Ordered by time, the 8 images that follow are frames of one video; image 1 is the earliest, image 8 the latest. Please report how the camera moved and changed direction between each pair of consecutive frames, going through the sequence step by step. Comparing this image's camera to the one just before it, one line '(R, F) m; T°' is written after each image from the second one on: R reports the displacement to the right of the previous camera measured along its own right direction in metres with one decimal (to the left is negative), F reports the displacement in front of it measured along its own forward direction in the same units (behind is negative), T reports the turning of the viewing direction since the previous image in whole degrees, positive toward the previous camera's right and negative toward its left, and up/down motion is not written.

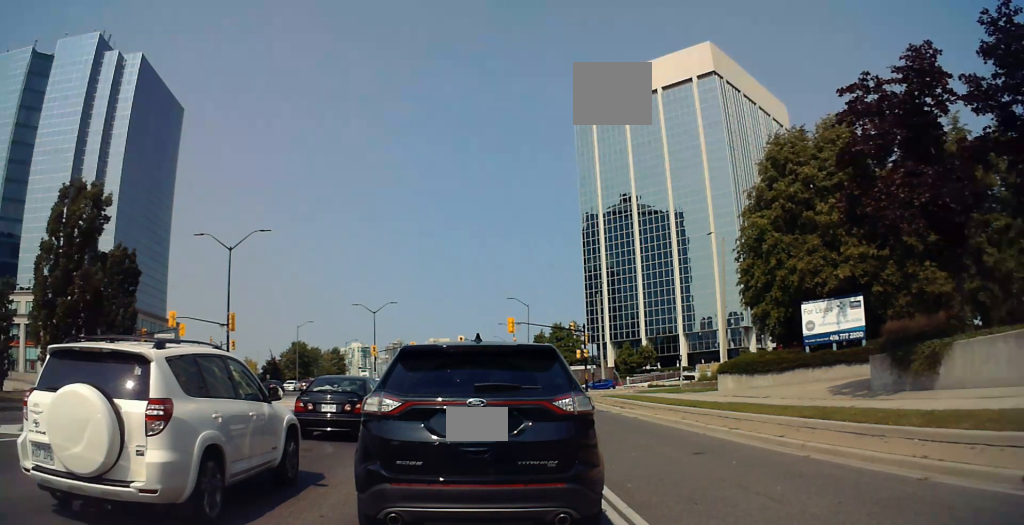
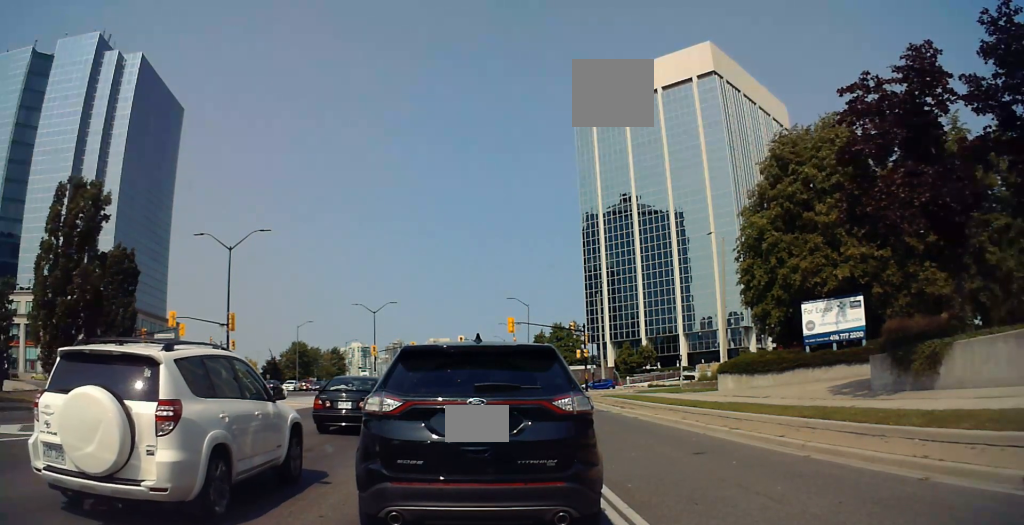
(0.0, 0.0) m; 0°
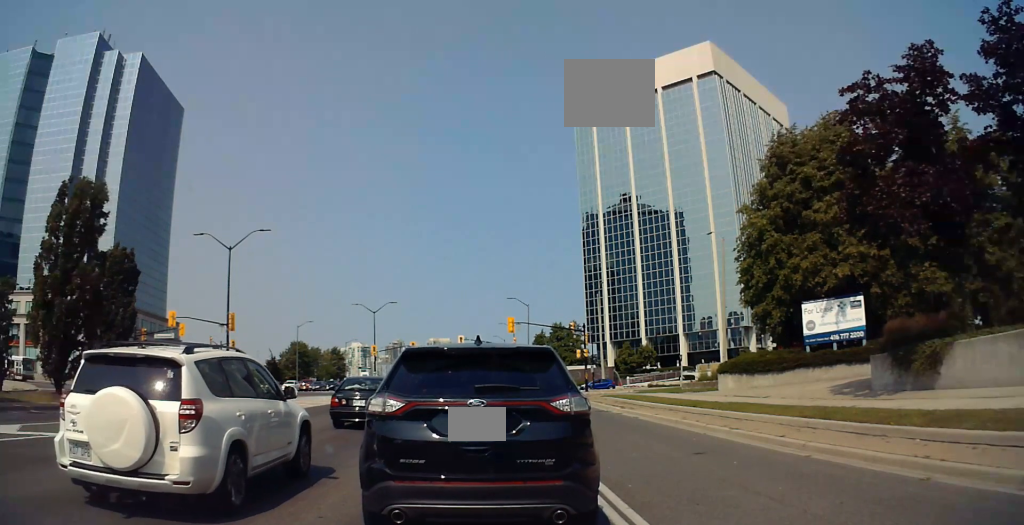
(0.0, 0.0) m; 0°
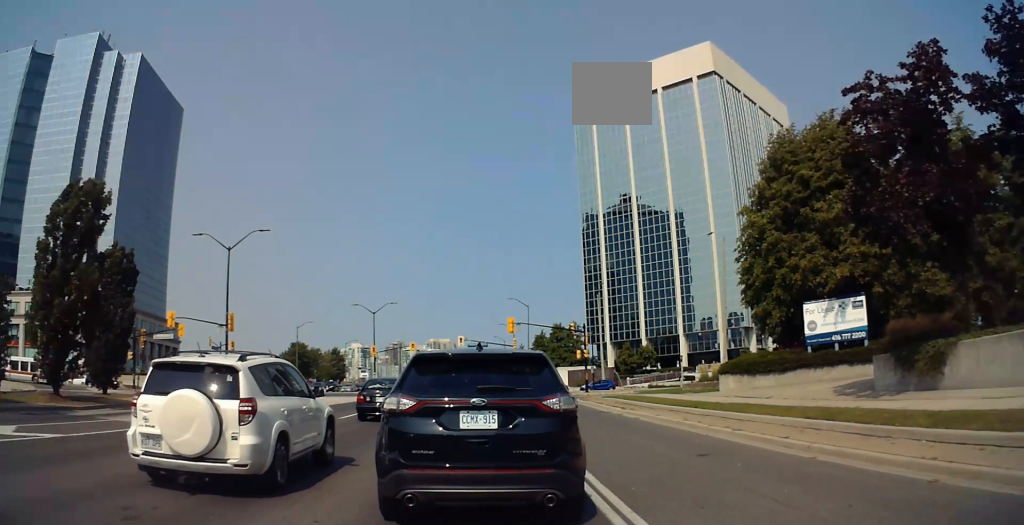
(0.0, 0.0) m; 0°
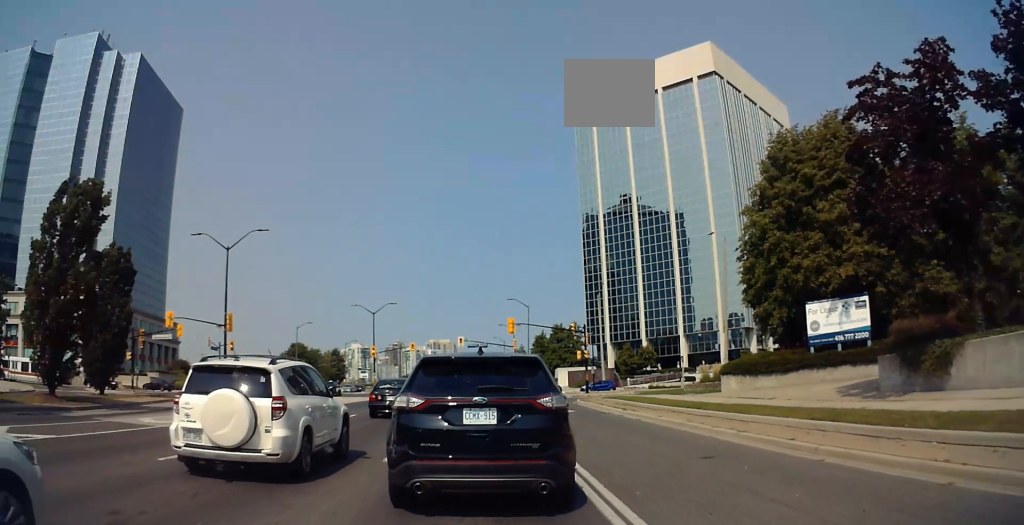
(0.0, 0.0) m; 0°
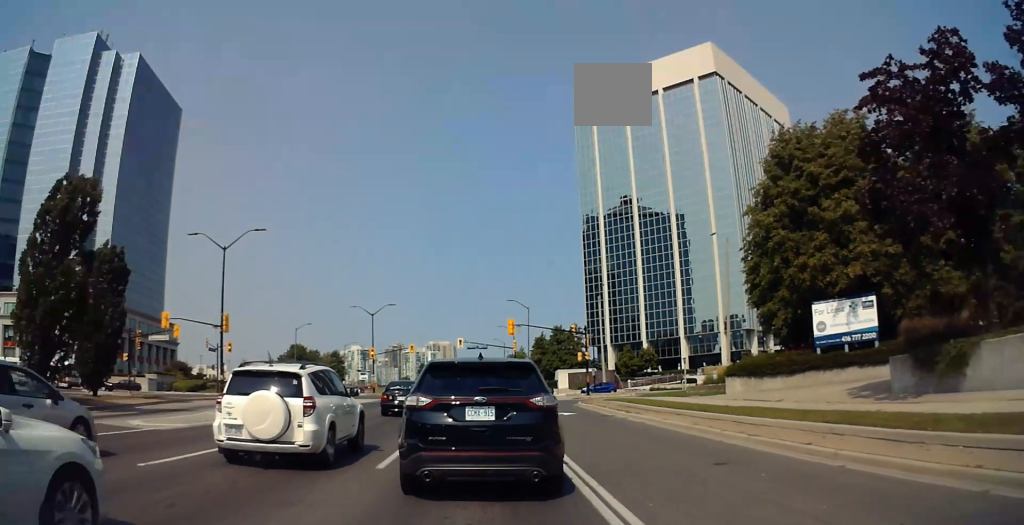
(0.0, 0.0) m; 0°
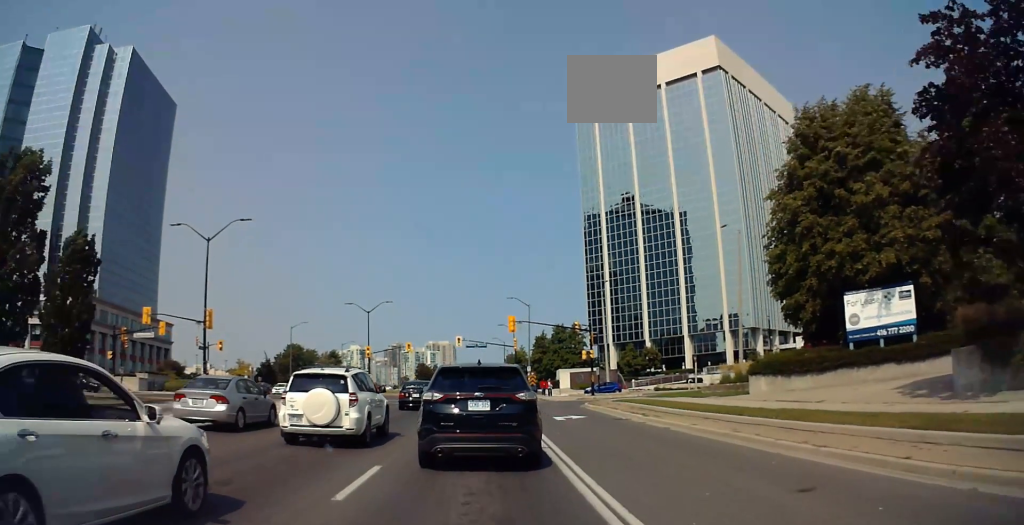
(0.0, 0.0) m; 0°
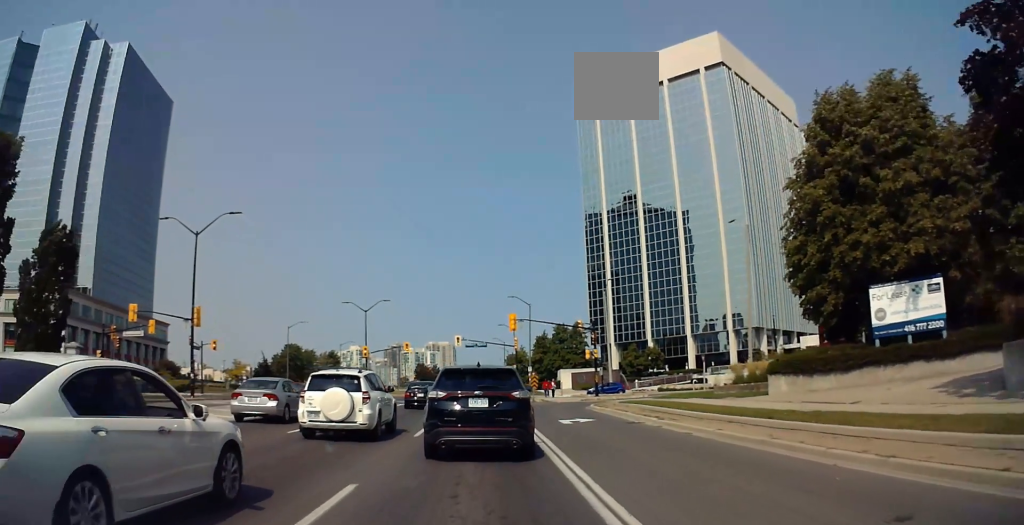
(0.0, +0.1) m; 0°
